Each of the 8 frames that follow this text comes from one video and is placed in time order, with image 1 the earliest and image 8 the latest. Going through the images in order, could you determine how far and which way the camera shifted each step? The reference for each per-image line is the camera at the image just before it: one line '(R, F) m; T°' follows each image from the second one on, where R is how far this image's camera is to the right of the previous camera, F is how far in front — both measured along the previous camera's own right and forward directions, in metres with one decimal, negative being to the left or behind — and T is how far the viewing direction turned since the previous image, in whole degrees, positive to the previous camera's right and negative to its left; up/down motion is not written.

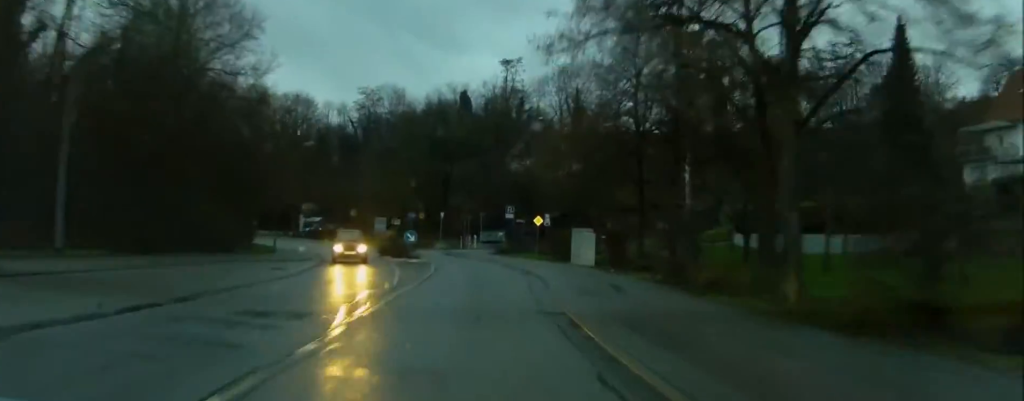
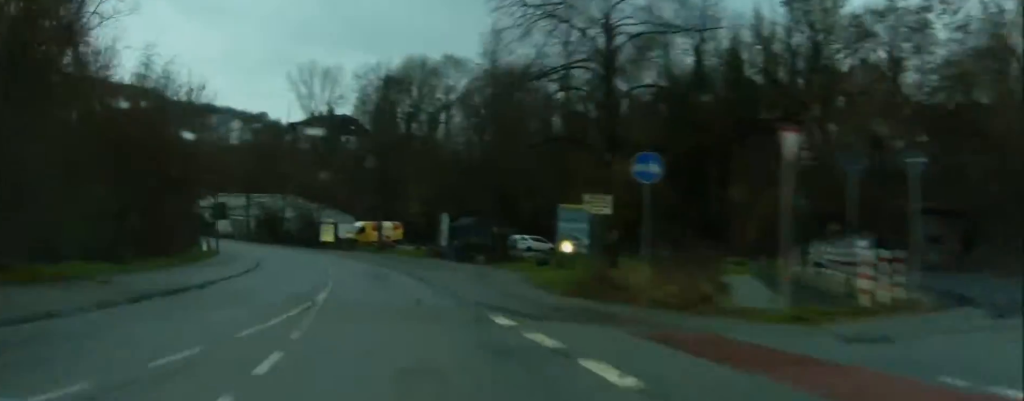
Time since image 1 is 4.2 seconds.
(-3.7, +56.3) m; -14°
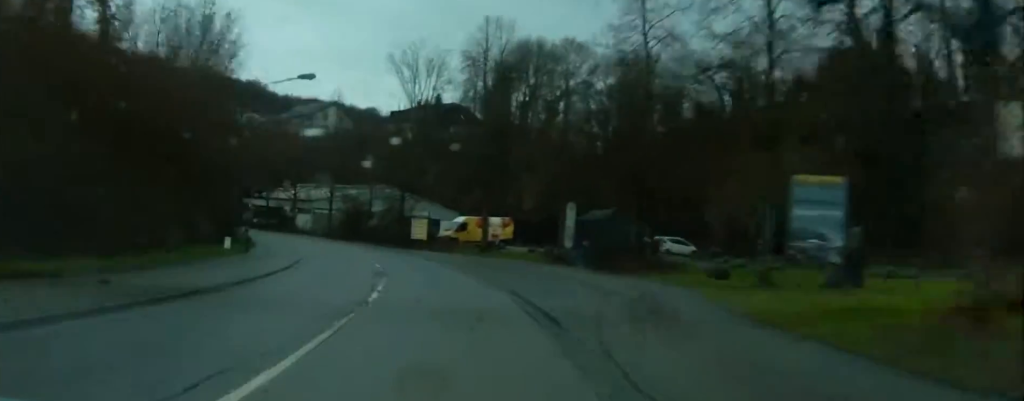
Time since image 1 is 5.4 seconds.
(-0.8, +16.0) m; -7°
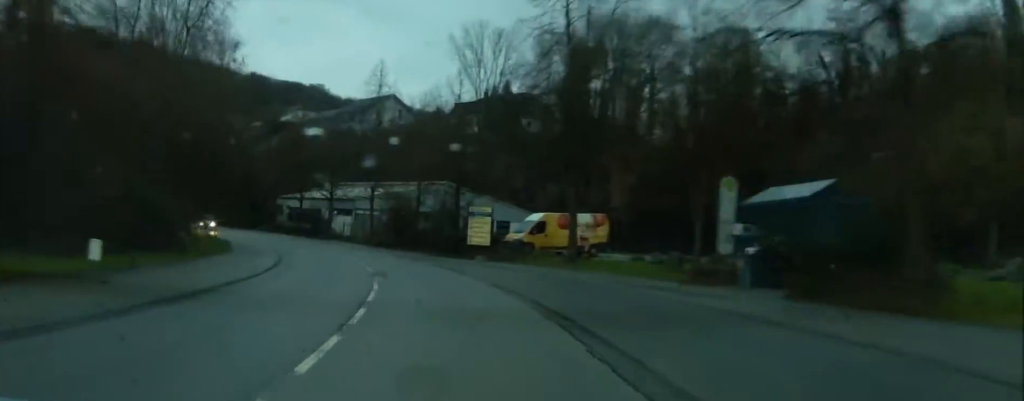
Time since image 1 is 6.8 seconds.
(-1.2, +18.6) m; -8°
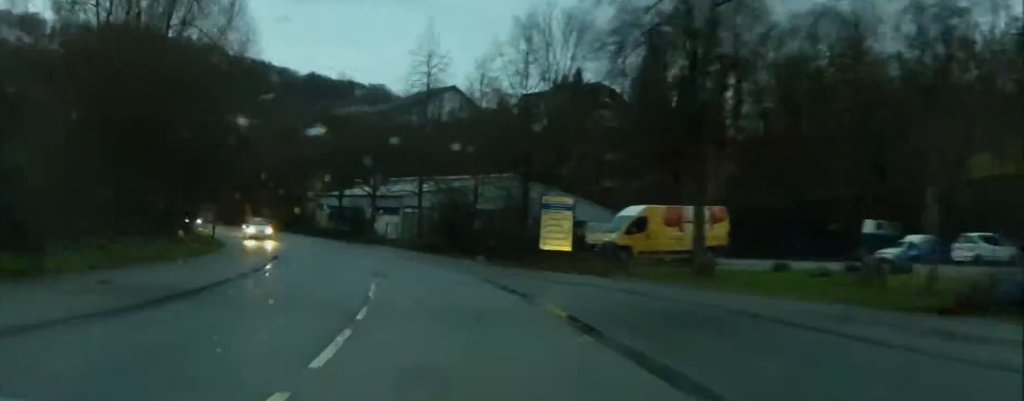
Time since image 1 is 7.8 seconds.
(-1.0, +13.5) m; -5°
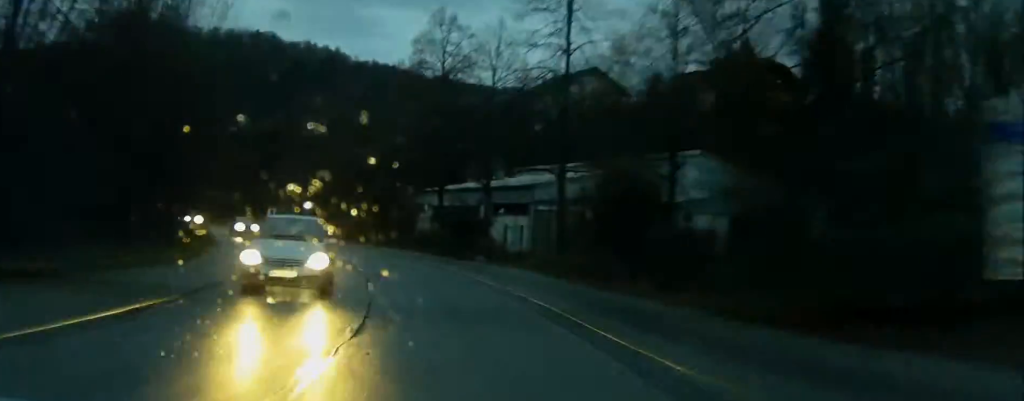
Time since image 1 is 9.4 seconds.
(-1.6, +23.9) m; -8°
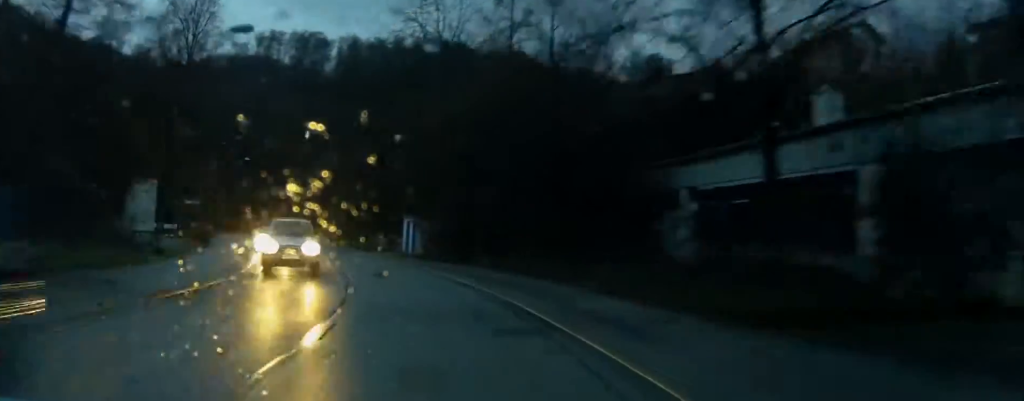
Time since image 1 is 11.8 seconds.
(-3.9, +34.7) m; -13°
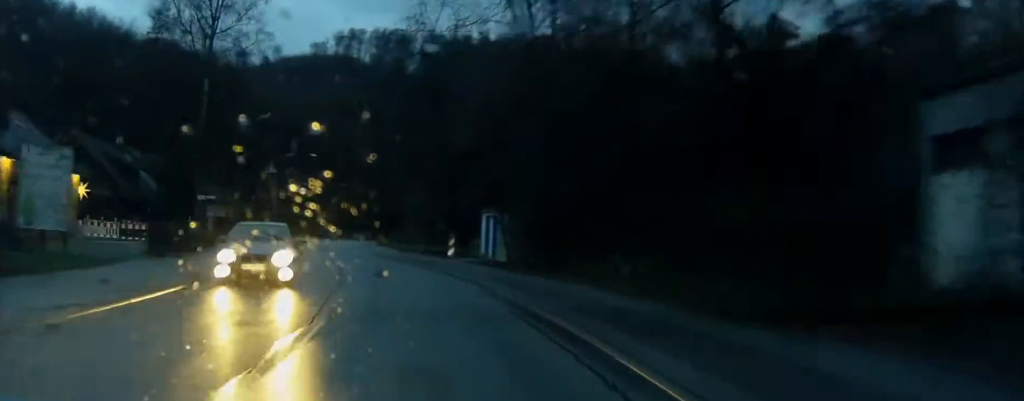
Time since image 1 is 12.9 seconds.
(-0.5, +15.3) m; -5°
